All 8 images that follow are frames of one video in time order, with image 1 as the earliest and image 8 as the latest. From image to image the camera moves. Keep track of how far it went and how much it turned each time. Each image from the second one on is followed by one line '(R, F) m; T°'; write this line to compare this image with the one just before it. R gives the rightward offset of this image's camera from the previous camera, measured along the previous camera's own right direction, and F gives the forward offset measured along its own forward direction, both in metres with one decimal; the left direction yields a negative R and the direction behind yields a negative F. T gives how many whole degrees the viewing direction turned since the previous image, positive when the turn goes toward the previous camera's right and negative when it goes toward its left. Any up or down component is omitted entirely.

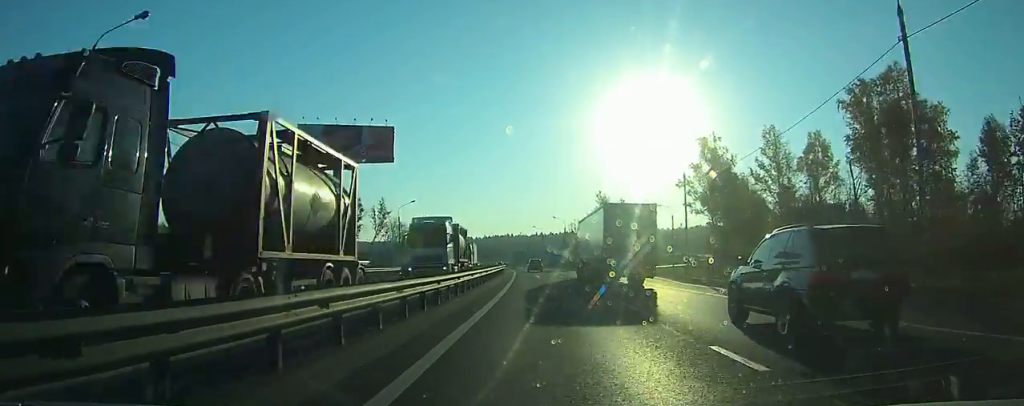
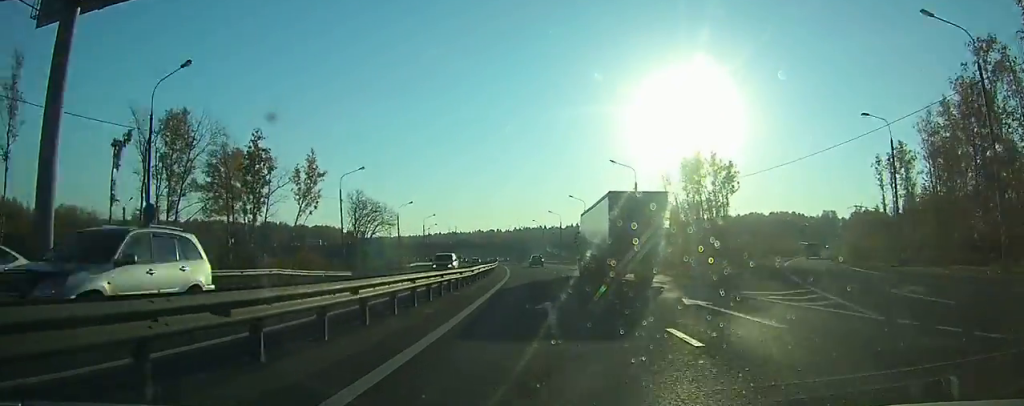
(-0.7, +62.3) m; -2°
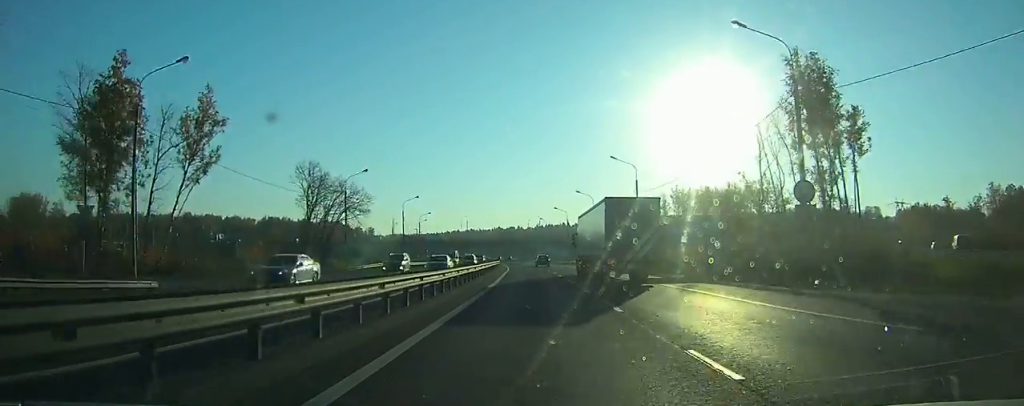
(-0.7, +33.8) m; -2°
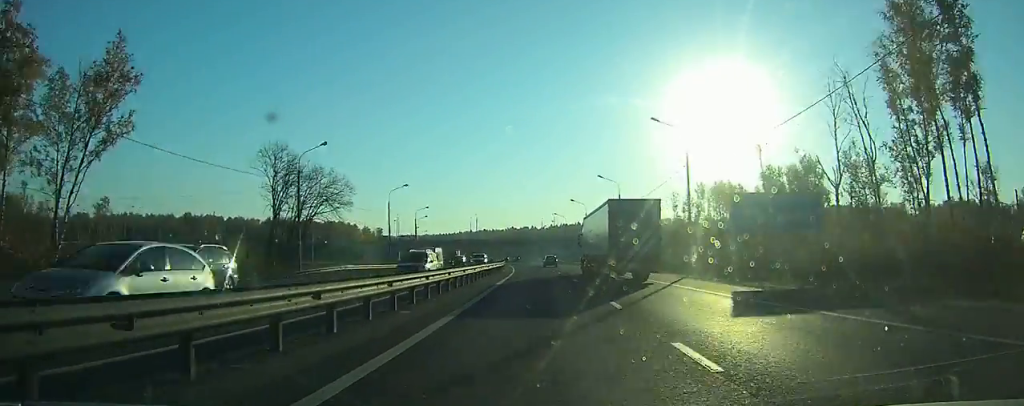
(-0.2, +15.4) m; -1°
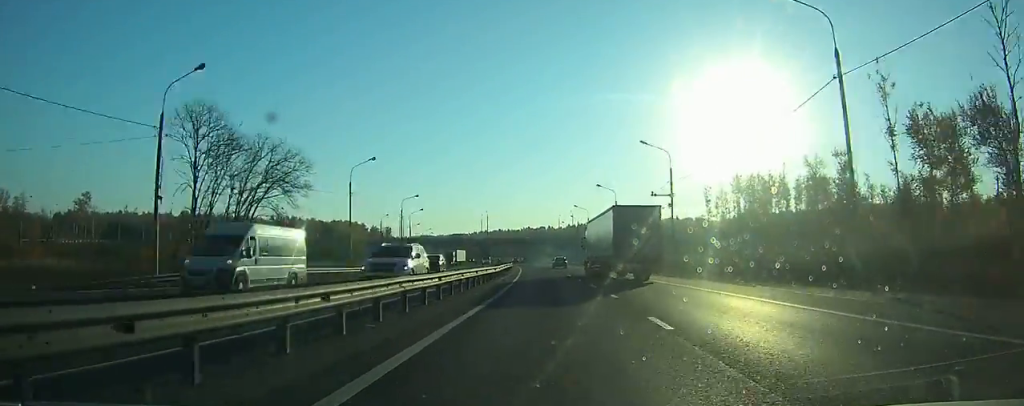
(-0.2, +20.3) m; -1°
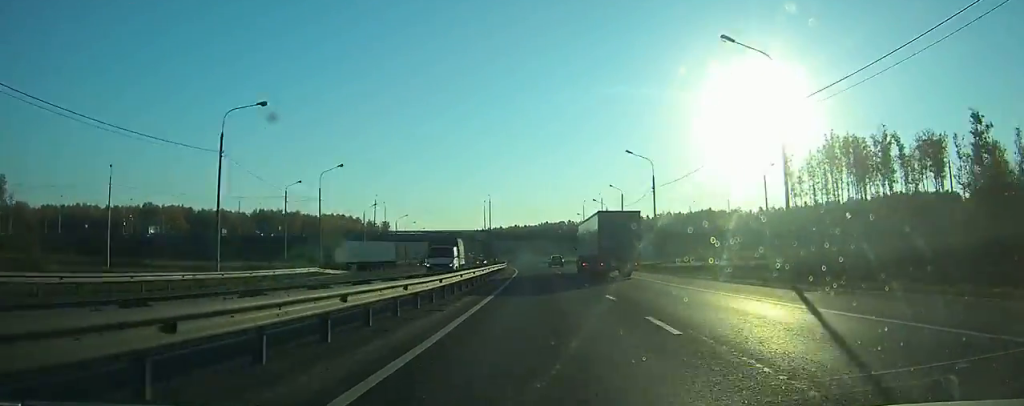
(-1.2, +49.9) m; -3°
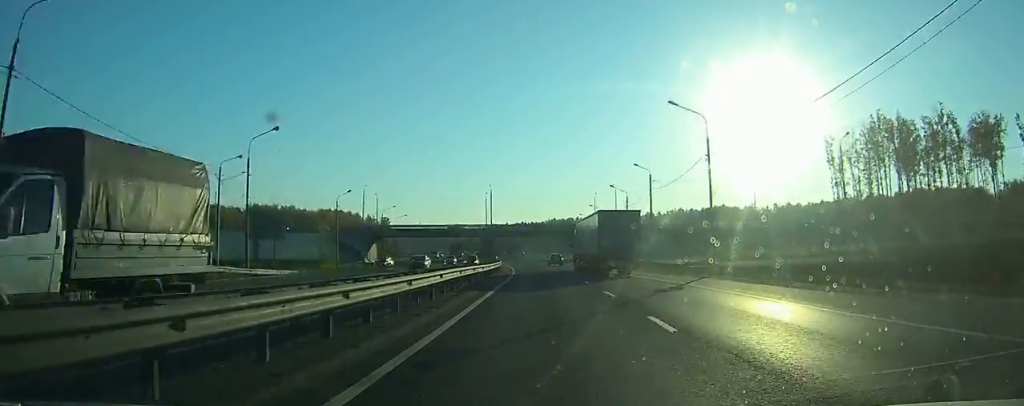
(-0.2, +16.0) m; -1°
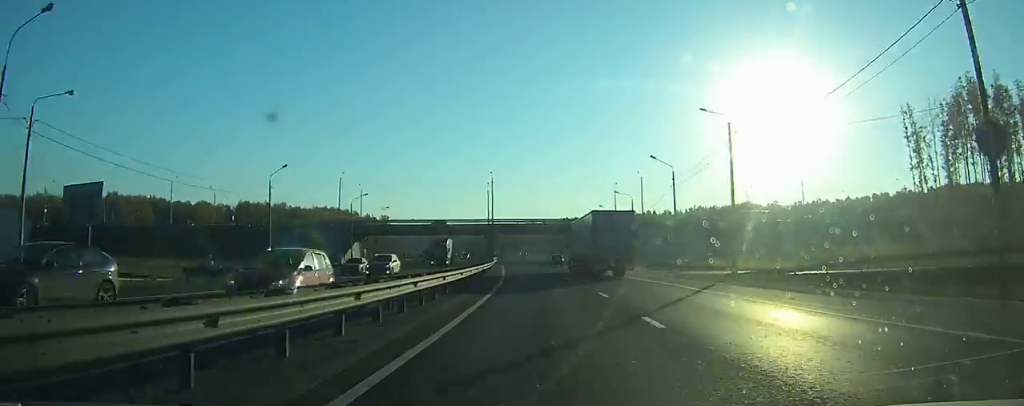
(-0.2, +23.5) m; -1°
